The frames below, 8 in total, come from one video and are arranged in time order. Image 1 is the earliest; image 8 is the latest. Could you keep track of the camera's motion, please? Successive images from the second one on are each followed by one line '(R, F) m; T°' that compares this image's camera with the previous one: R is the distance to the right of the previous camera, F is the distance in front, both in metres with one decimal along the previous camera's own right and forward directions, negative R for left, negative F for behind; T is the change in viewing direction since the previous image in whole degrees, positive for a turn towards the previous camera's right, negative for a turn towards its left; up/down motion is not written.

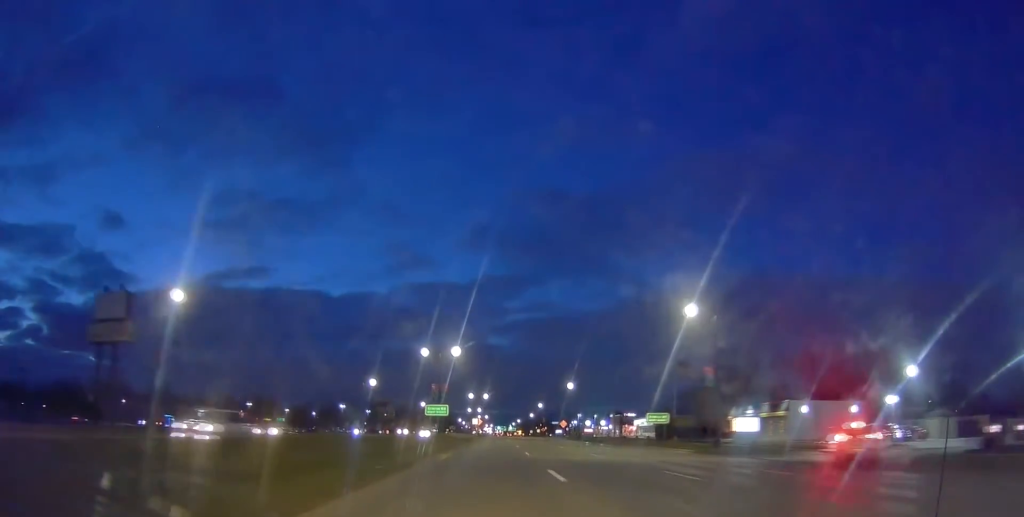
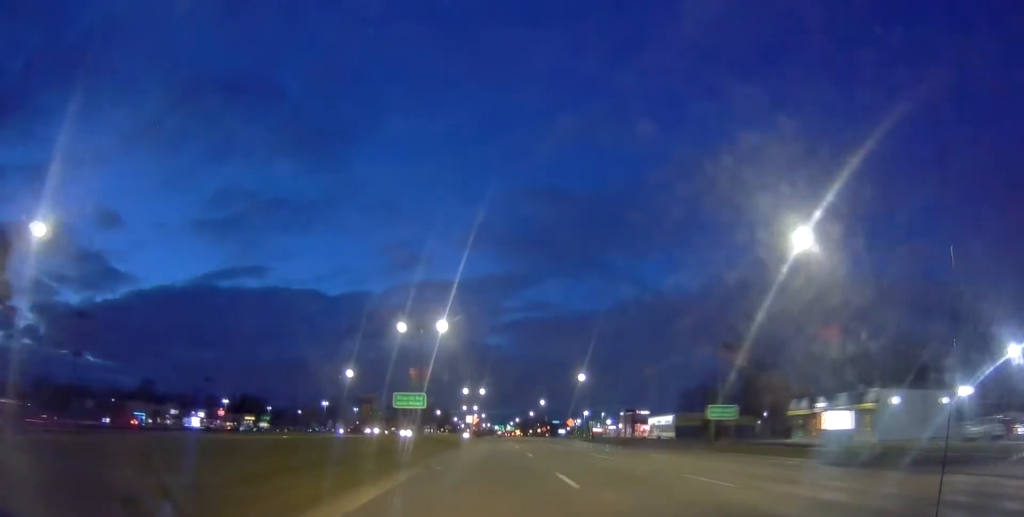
(-0.3, +18.8) m; 0°
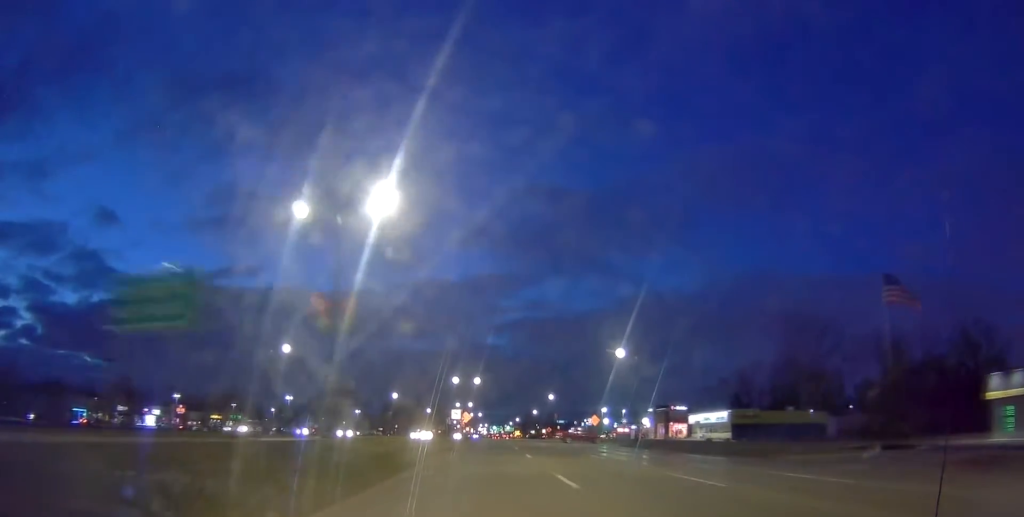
(+1.1, +33.3) m; +2°
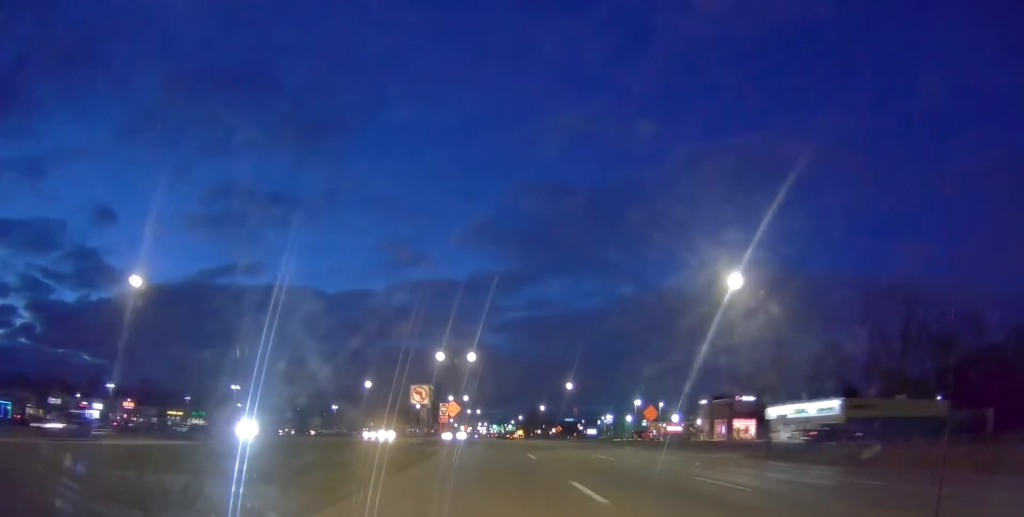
(0.0, +34.5) m; 0°
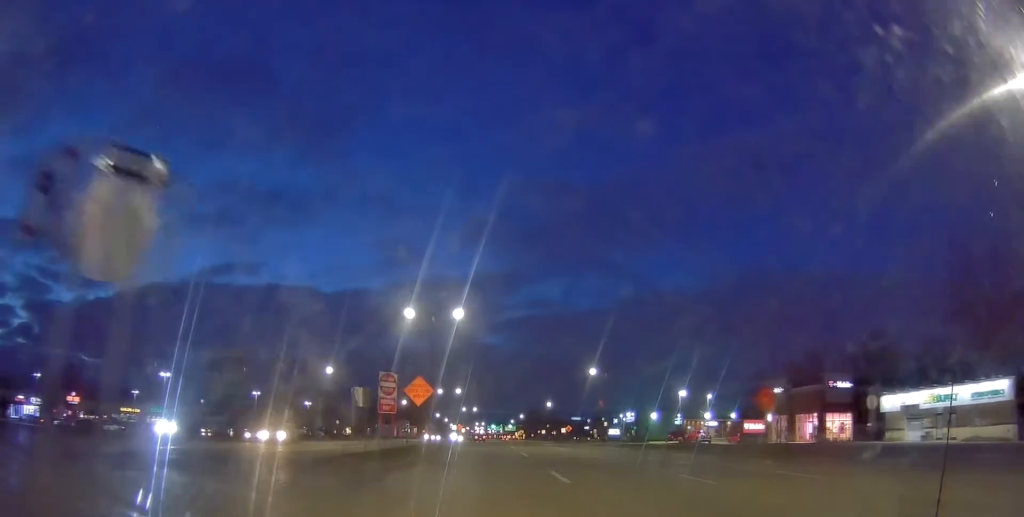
(-0.5, +27.8) m; 0°
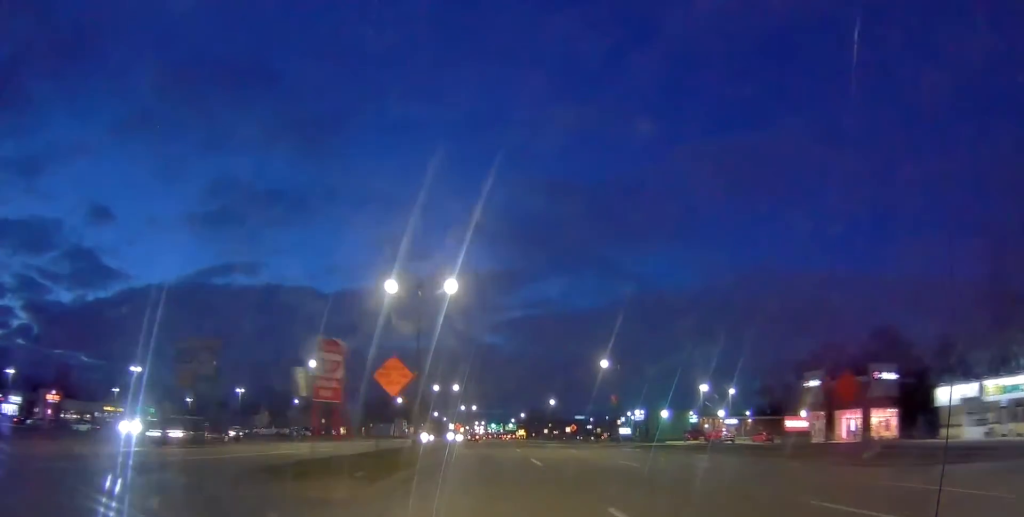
(+0.3, +9.8) m; +1°
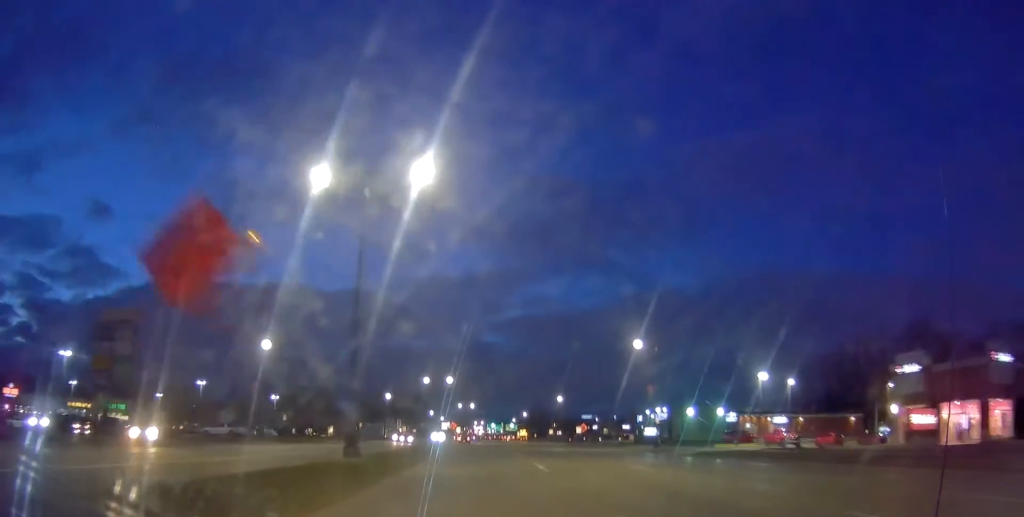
(0.0, +17.6) m; -1°
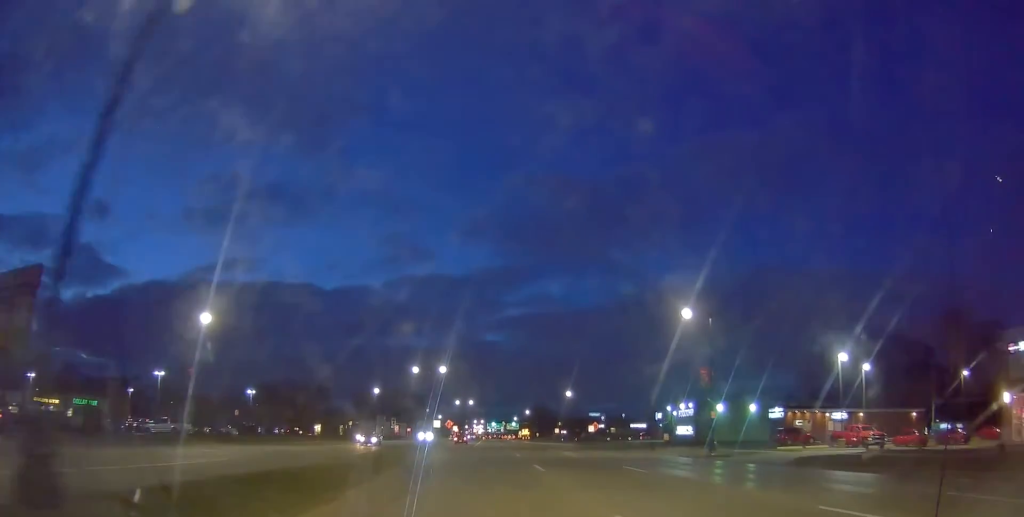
(-0.2, +15.0) m; 0°
